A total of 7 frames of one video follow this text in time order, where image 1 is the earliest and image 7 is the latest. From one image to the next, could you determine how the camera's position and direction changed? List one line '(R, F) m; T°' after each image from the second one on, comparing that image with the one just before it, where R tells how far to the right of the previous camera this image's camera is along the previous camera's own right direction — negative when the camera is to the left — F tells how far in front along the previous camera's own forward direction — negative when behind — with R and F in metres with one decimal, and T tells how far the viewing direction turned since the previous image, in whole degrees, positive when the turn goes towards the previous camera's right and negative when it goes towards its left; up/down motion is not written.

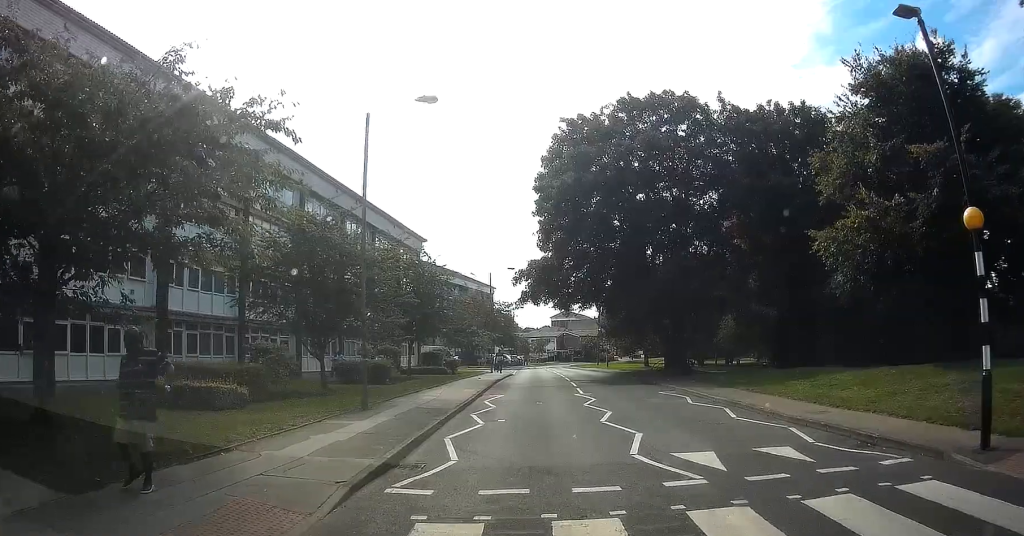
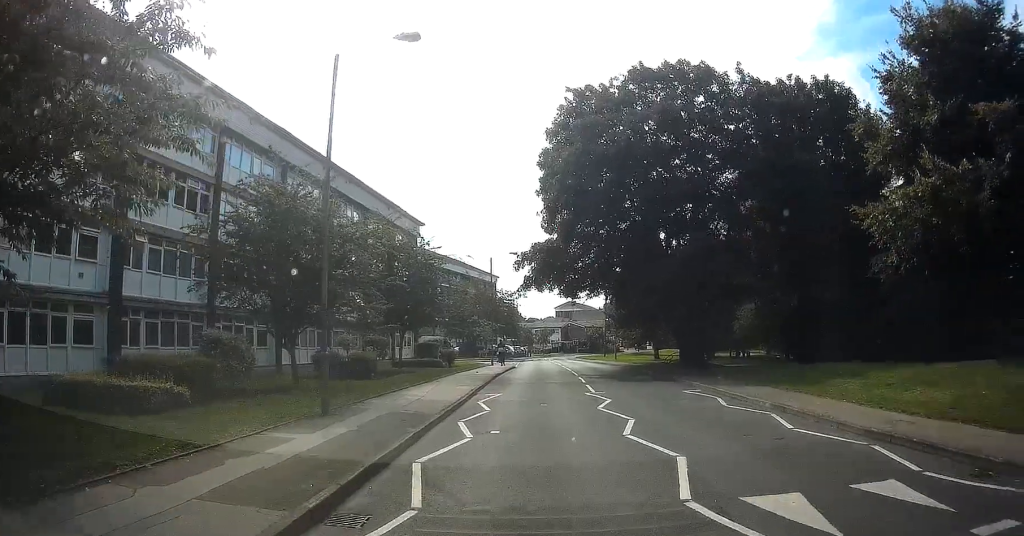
(0.0, +3.1) m; 0°
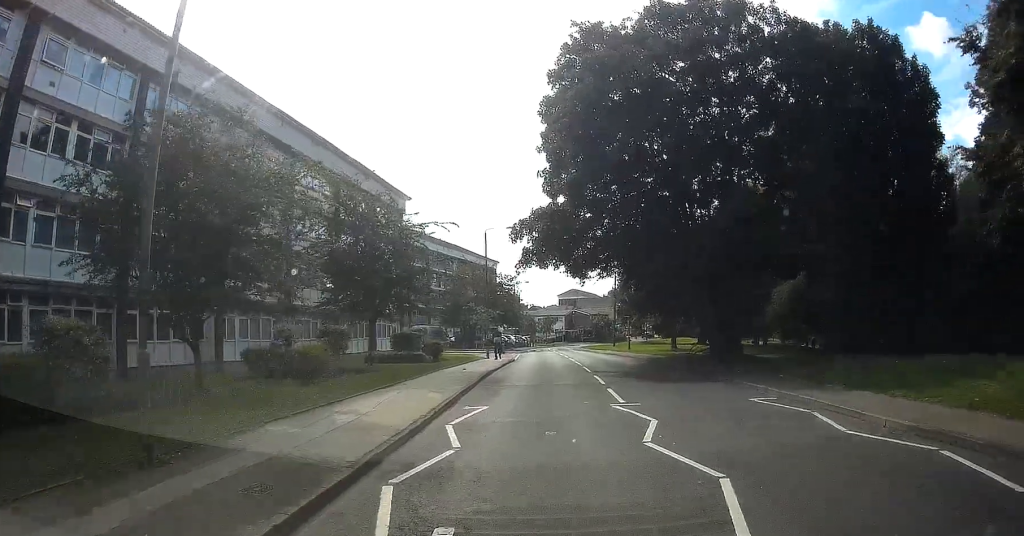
(0.0, +6.0) m; +1°
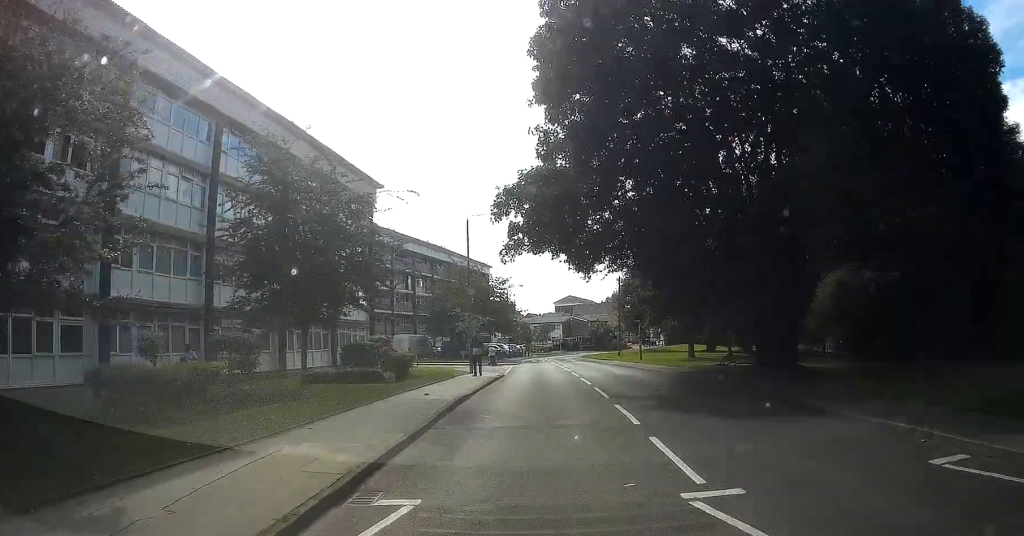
(+0.1, +6.4) m; 0°
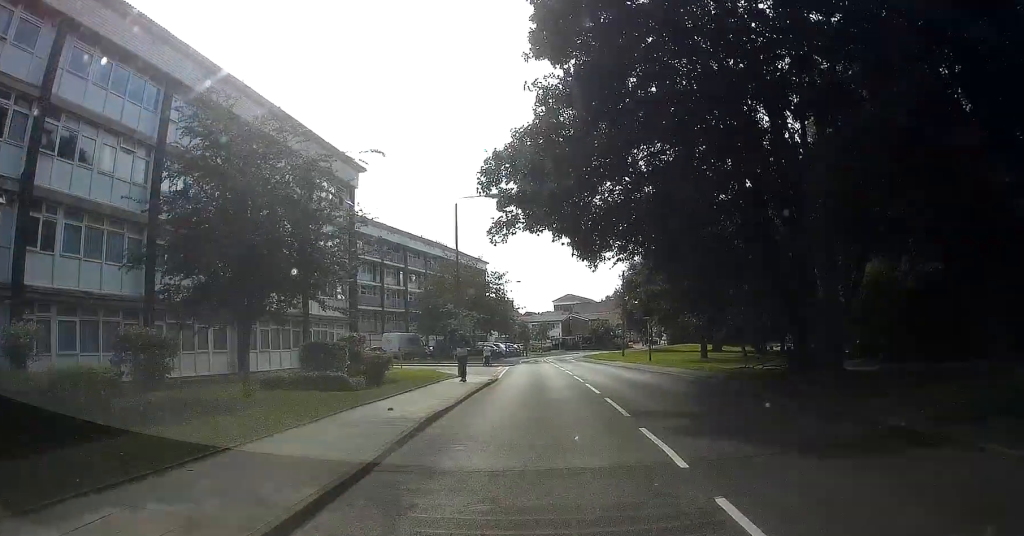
(0.0, +3.5) m; 0°
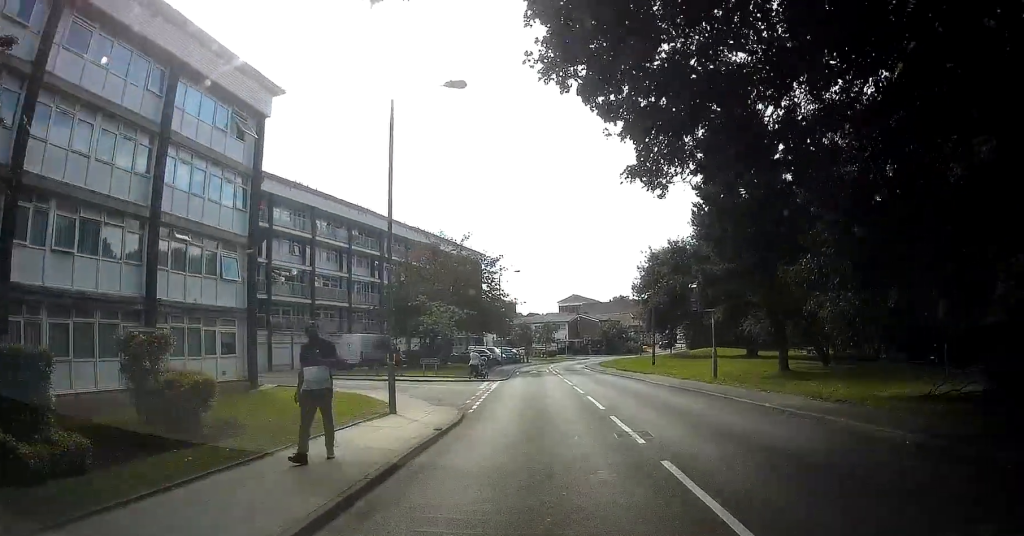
(-0.2, +11.8) m; -1°
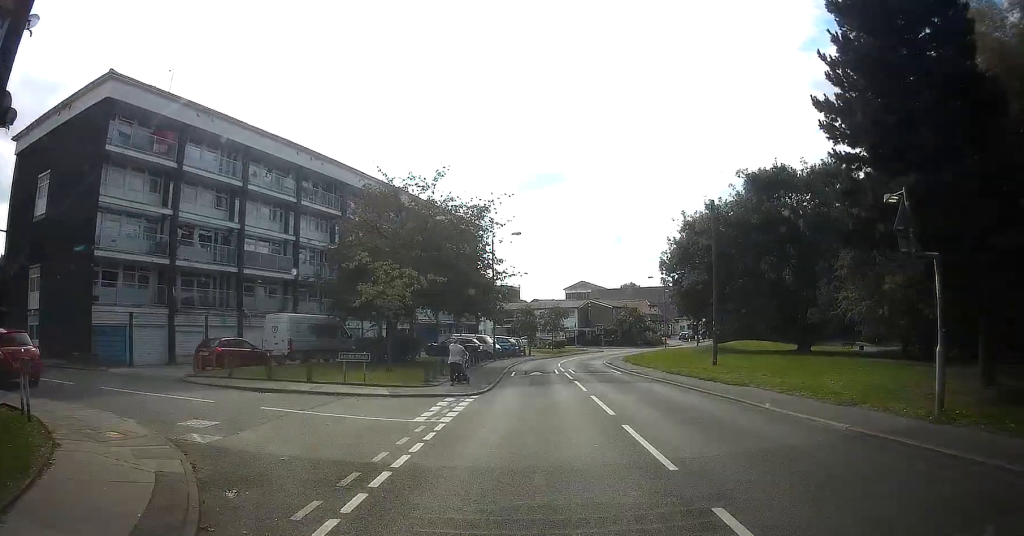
(0.0, +12.5) m; -2°
